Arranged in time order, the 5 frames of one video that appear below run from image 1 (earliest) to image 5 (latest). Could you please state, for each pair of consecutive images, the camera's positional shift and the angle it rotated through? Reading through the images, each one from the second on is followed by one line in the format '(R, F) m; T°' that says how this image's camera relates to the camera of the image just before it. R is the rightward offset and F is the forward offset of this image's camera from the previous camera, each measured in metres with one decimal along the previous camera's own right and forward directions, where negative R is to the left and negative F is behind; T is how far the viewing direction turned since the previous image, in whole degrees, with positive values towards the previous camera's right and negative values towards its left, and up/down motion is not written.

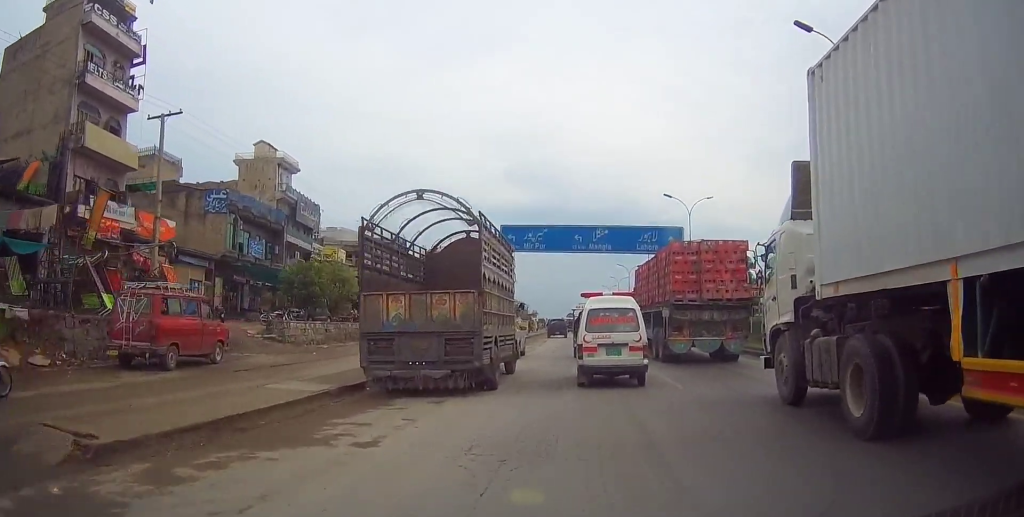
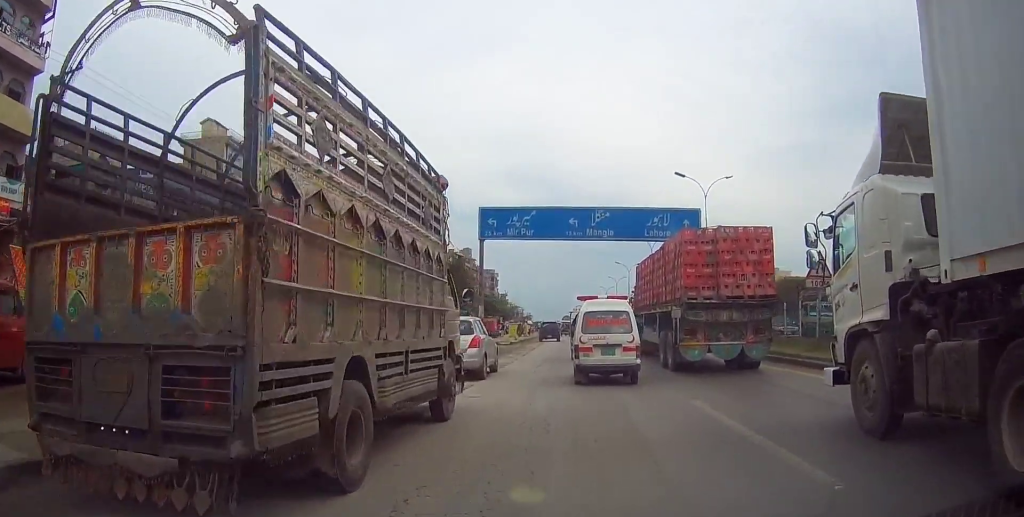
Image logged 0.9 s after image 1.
(+0.3, +8.4) m; -1°
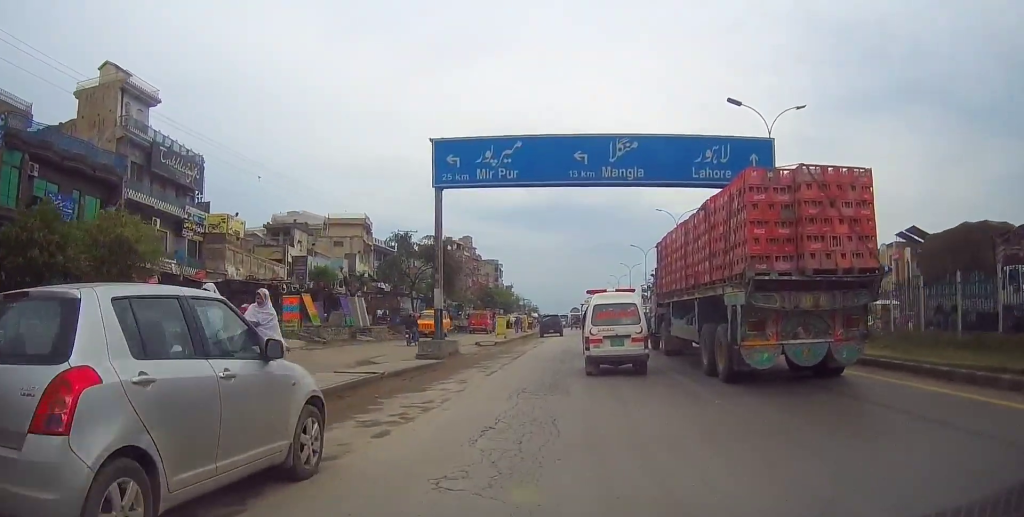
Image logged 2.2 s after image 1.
(-0.8, +13.1) m; -4°
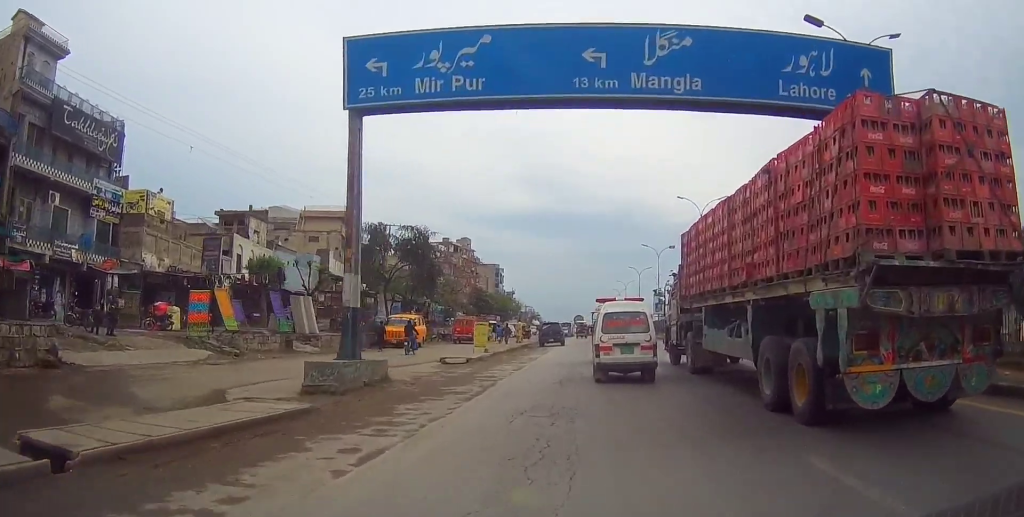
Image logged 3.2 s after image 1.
(-0.1, +9.9) m; 0°
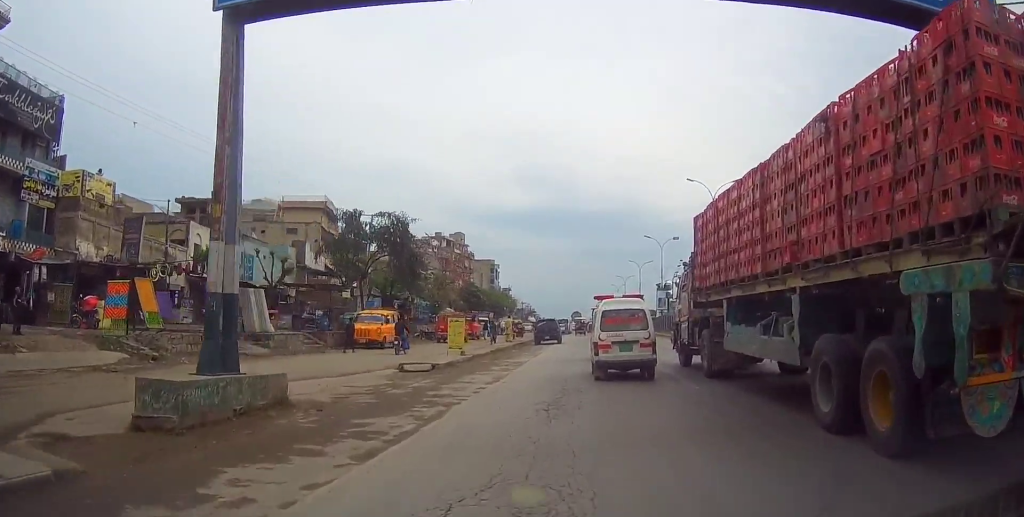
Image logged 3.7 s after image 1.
(-0.2, +5.5) m; +1°
